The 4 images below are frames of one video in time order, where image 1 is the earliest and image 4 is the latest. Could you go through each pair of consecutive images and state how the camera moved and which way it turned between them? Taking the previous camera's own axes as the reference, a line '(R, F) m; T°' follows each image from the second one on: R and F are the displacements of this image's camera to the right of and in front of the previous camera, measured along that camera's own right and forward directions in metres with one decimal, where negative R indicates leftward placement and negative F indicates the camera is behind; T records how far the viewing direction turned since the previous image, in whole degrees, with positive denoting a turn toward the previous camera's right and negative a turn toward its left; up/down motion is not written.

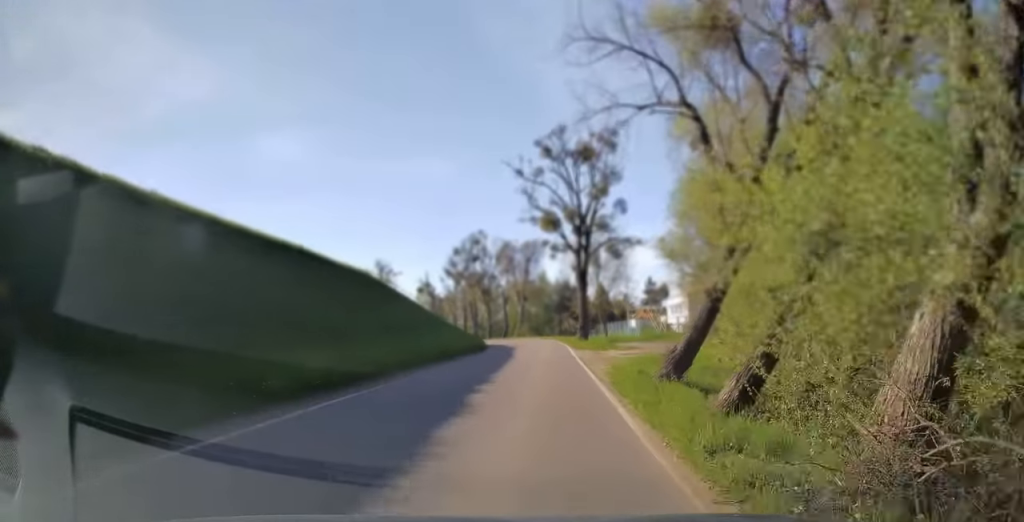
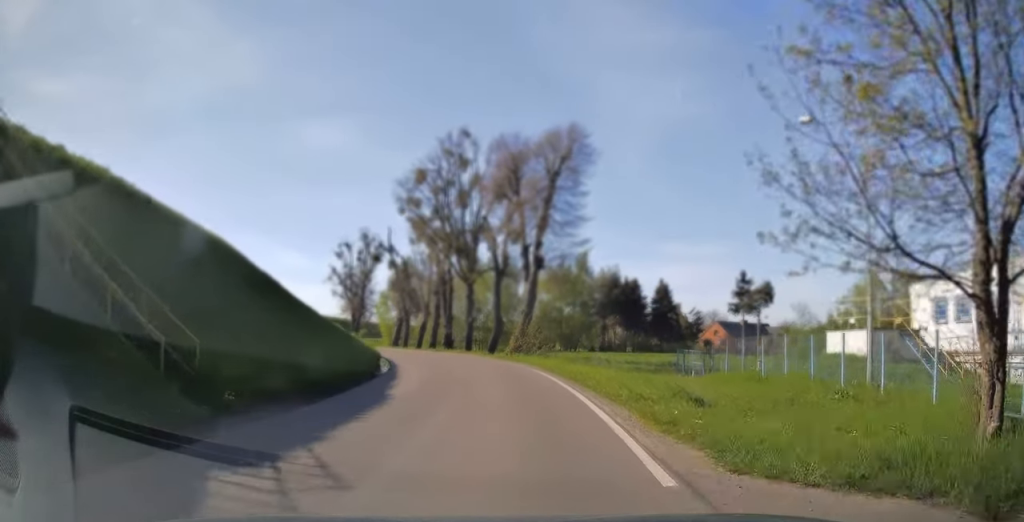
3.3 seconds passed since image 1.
(-0.2, +46.5) m; -4°
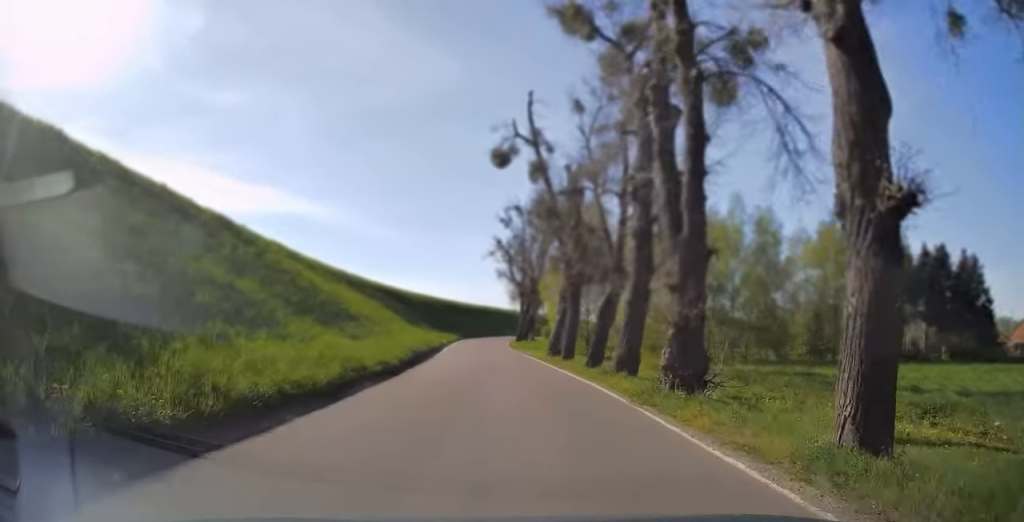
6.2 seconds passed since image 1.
(-5.6, +38.6) m; -17°
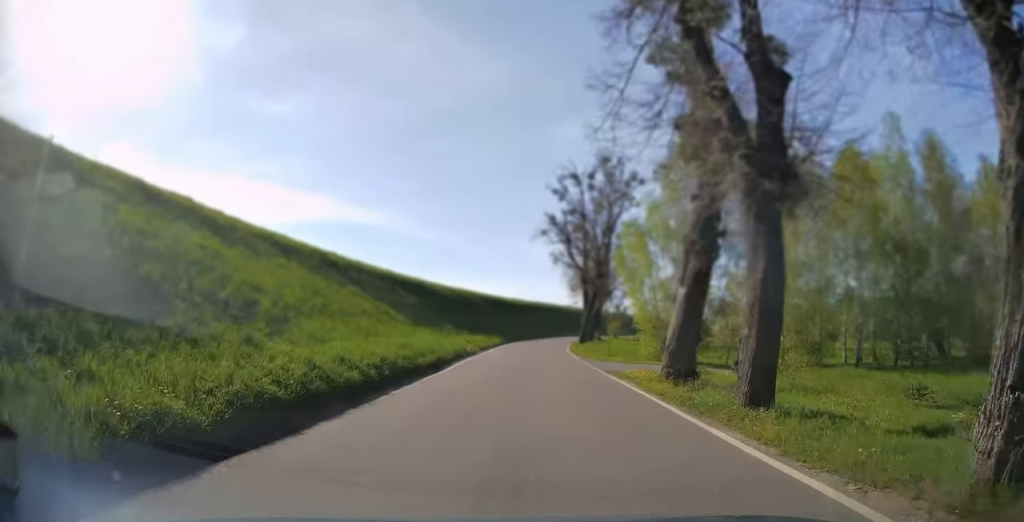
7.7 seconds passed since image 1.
(-1.3, +19.9) m; -6°
